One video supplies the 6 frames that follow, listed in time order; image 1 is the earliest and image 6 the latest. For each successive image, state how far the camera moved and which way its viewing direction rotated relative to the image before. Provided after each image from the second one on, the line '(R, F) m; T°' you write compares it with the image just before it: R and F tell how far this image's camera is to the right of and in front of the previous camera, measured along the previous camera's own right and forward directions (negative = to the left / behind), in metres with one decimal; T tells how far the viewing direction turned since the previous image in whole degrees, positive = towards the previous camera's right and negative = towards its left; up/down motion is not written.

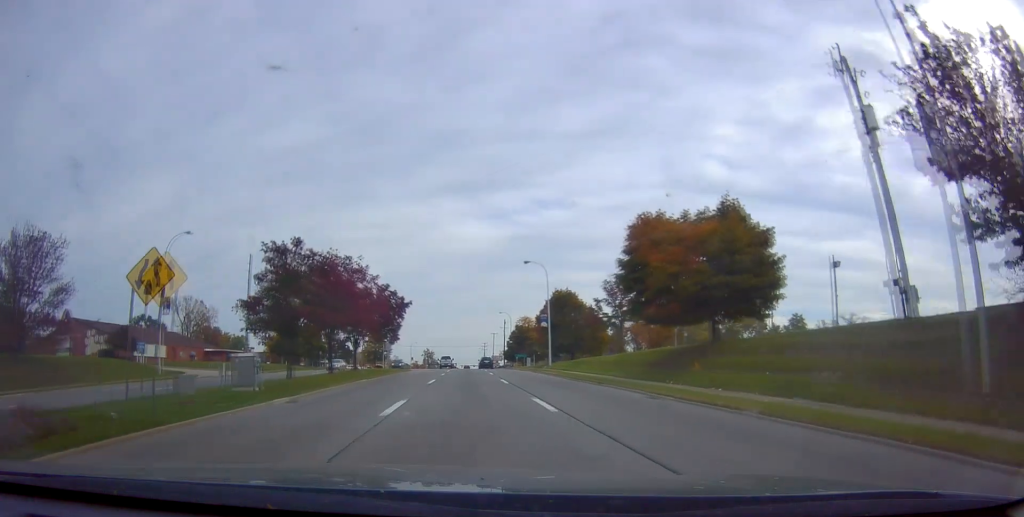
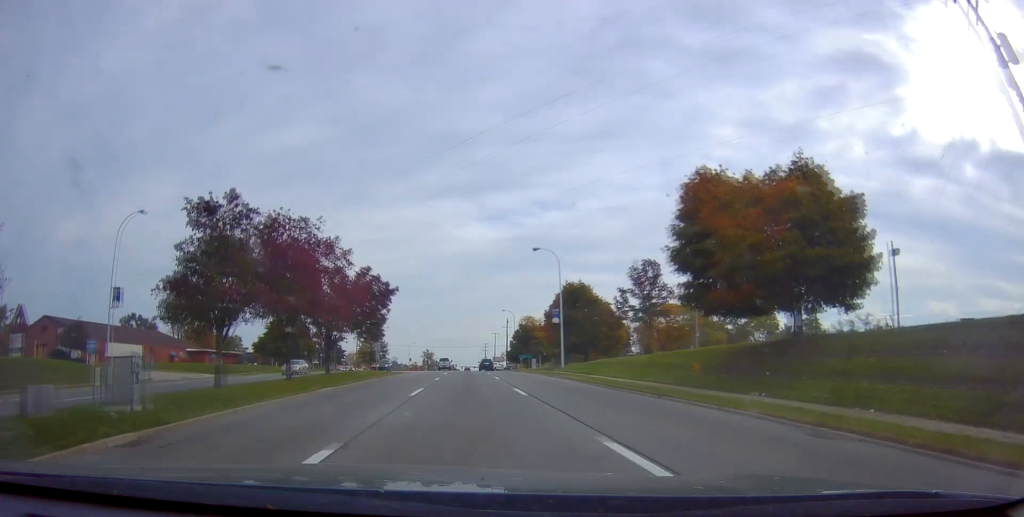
(+0.5, +8.8) m; 0°
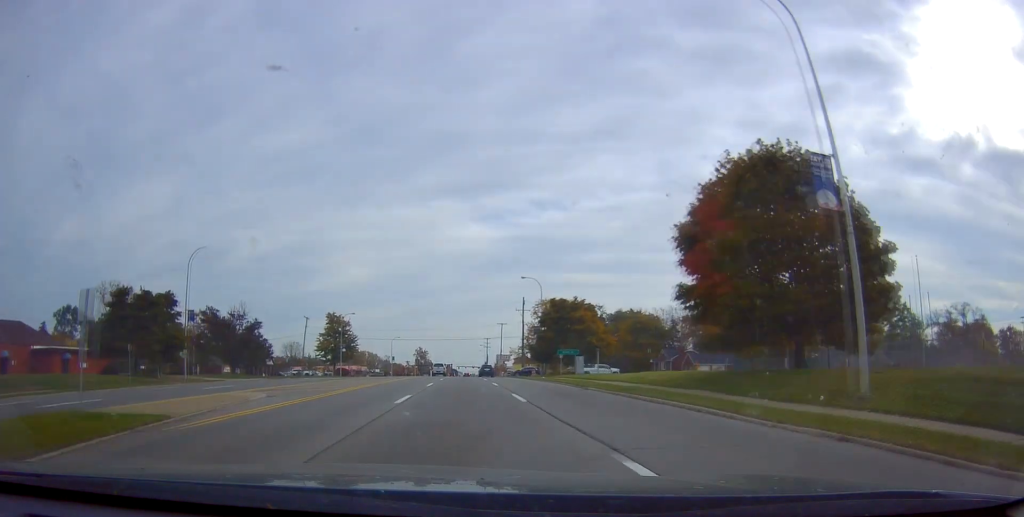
(-1.0, +46.8) m; -2°
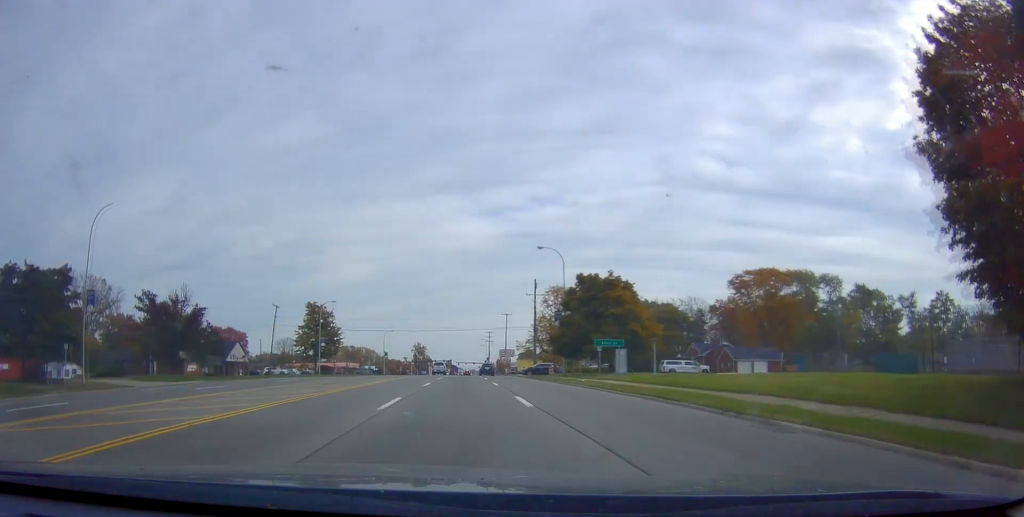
(-0.4, +17.1) m; 0°
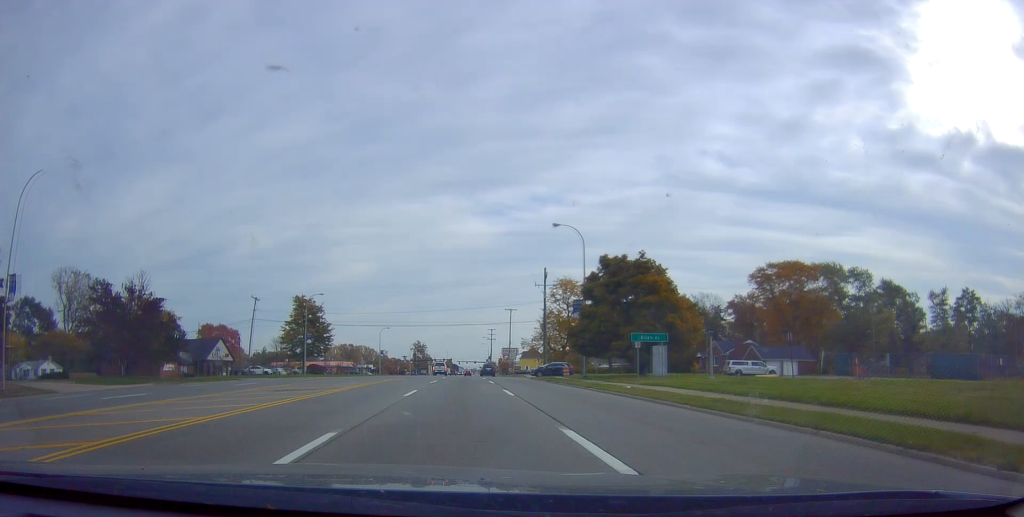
(+0.2, +9.3) m; +1°
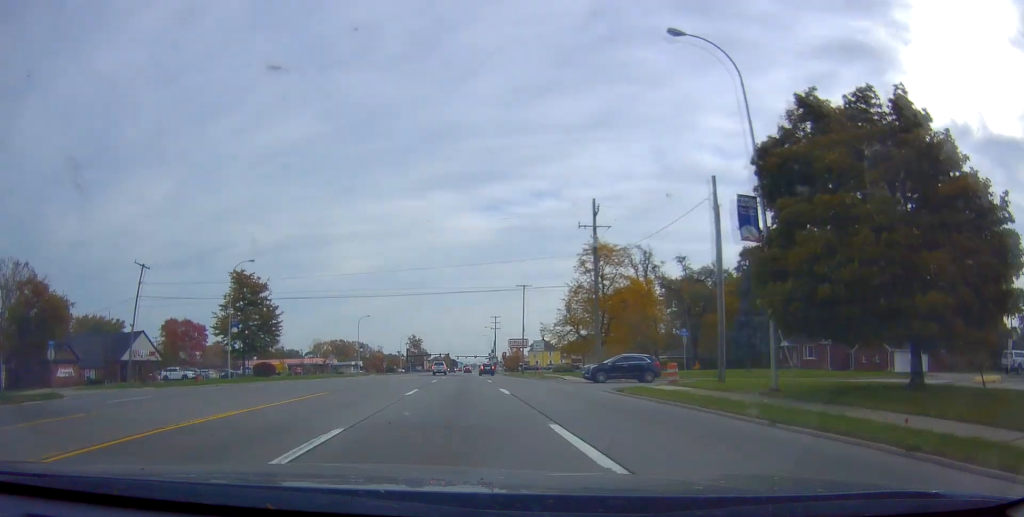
(+0.3, +29.4) m; +1°
